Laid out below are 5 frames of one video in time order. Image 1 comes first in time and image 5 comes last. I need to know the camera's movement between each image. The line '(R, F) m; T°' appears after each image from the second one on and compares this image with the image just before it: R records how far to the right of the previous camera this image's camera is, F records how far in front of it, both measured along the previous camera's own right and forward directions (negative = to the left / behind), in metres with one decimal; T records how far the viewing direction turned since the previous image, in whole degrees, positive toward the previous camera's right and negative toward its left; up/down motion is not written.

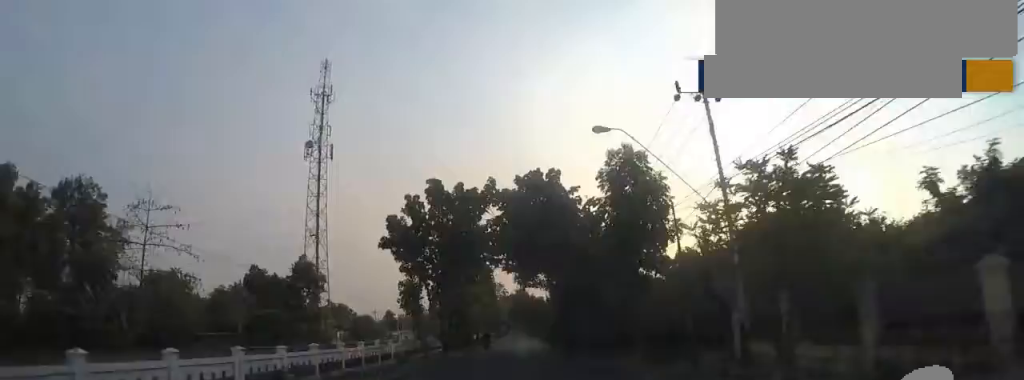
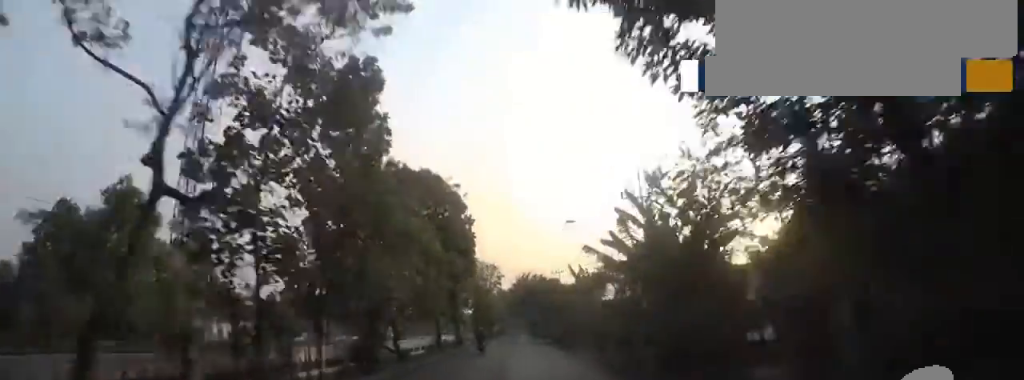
(+0.2, +32.0) m; +2°
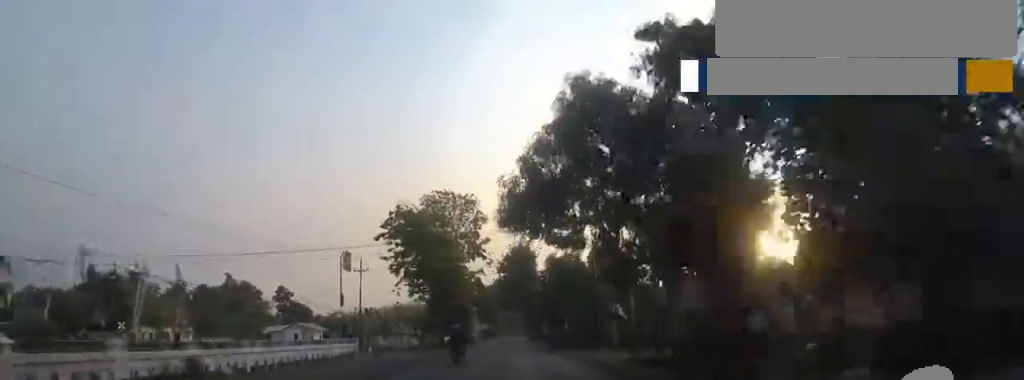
(-0.1, +44.5) m; -1°
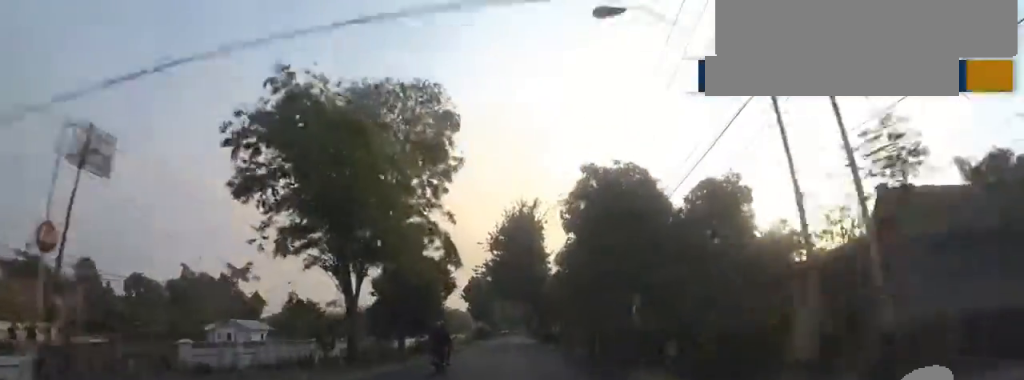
(0.0, +20.5) m; +2°
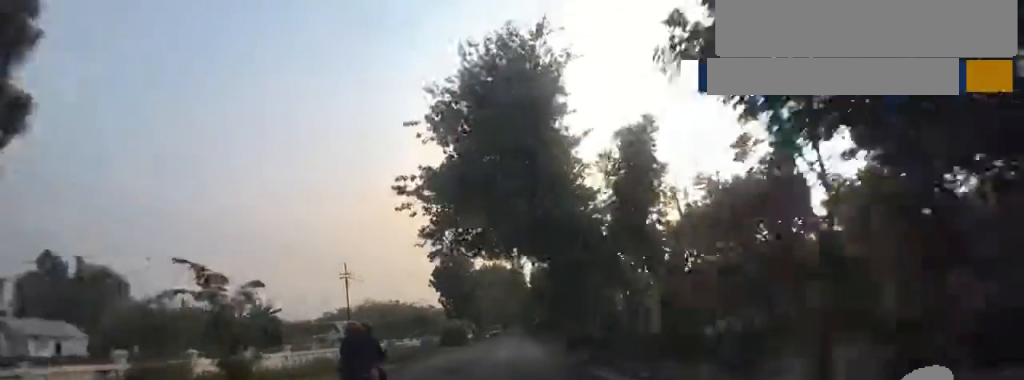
(0.0, +32.2) m; -2°
